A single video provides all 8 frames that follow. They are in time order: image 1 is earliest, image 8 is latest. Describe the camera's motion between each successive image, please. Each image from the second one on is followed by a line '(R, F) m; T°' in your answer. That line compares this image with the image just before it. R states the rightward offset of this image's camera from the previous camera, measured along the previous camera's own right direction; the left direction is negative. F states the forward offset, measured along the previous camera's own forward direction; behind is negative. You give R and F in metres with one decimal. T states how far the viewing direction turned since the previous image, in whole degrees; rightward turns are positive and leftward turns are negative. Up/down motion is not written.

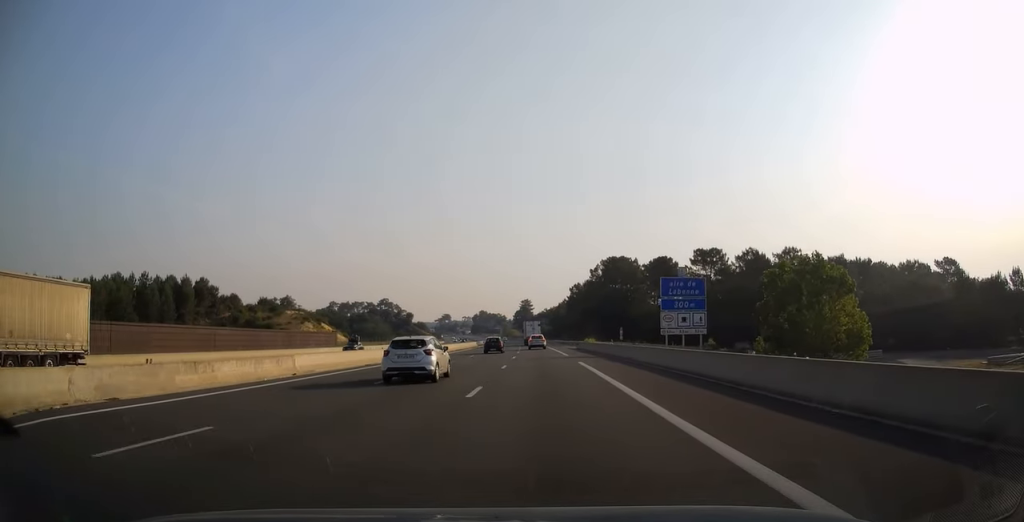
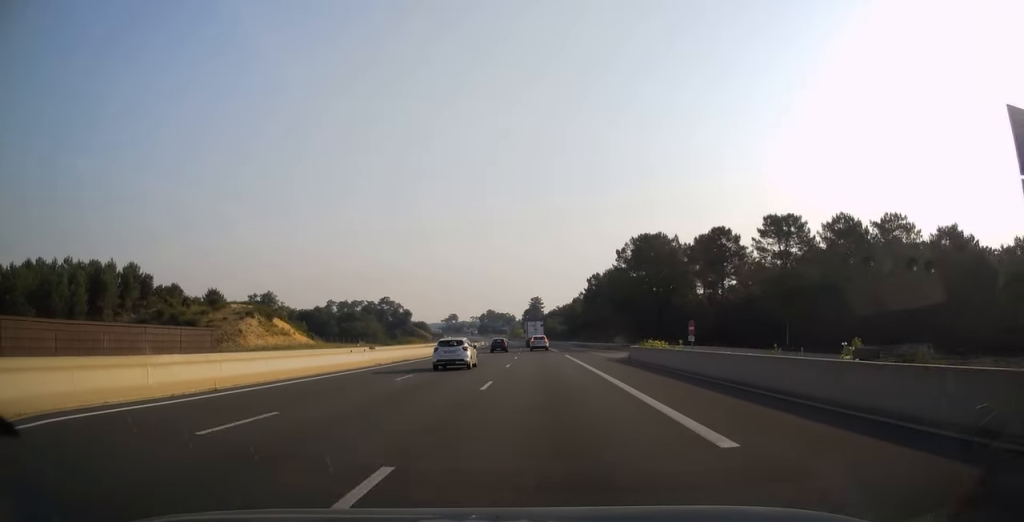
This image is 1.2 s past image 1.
(-0.5, +36.4) m; -1°
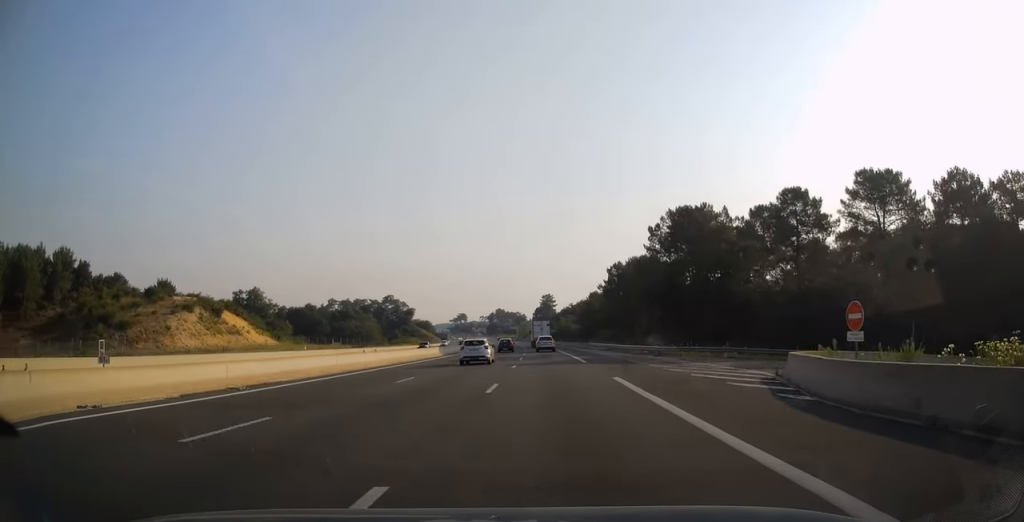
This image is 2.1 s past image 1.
(-0.2, +26.7) m; -1°
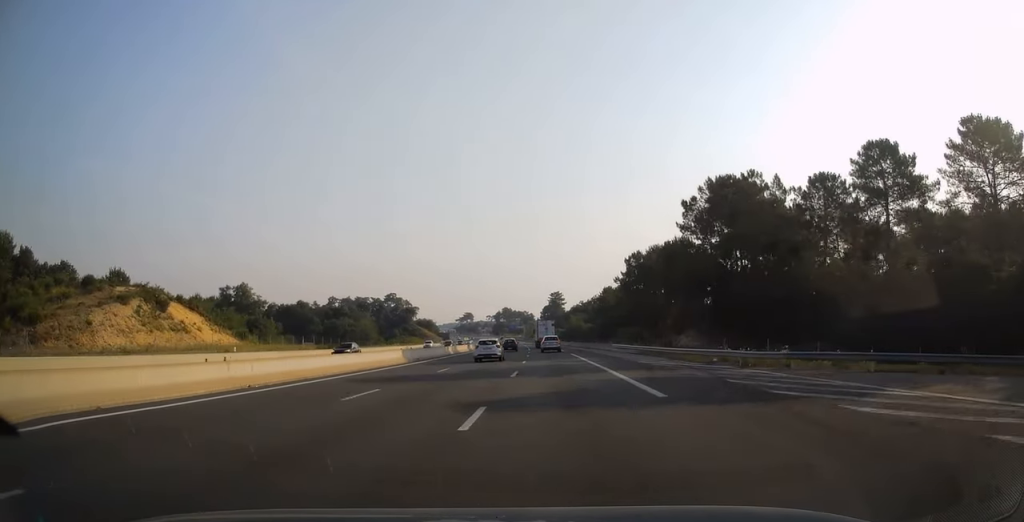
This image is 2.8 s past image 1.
(-0.1, +19.3) m; -1°
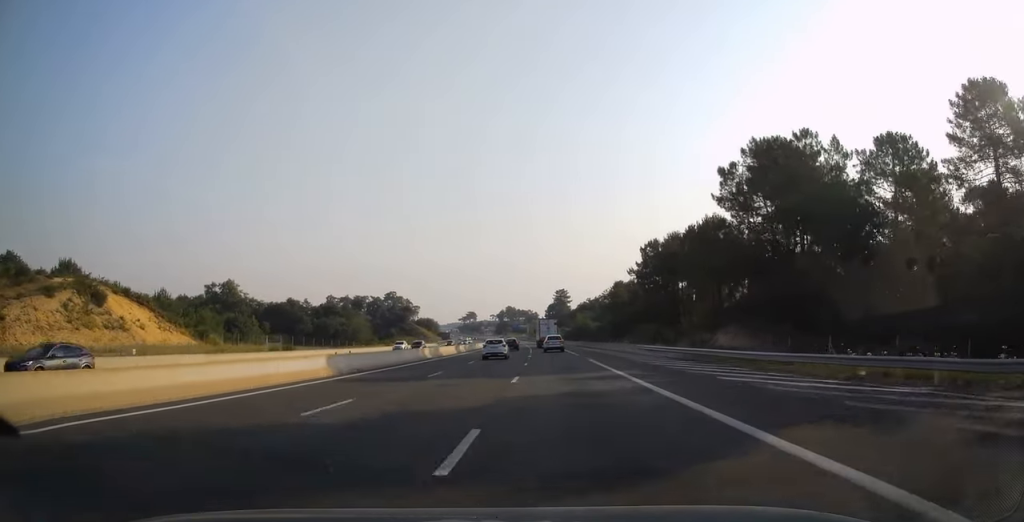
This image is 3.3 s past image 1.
(0.0, +15.8) m; -1°
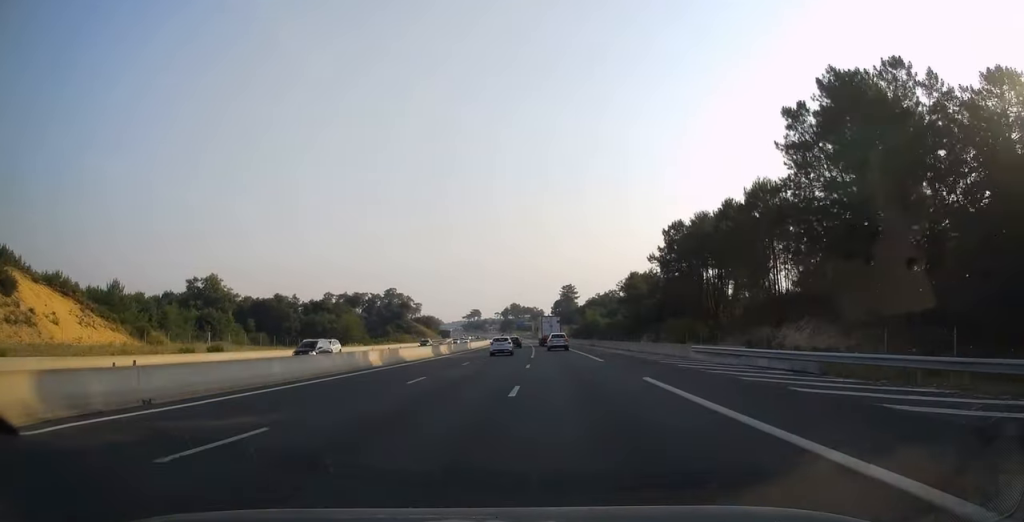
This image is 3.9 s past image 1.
(-0.3, +17.8) m; -1°
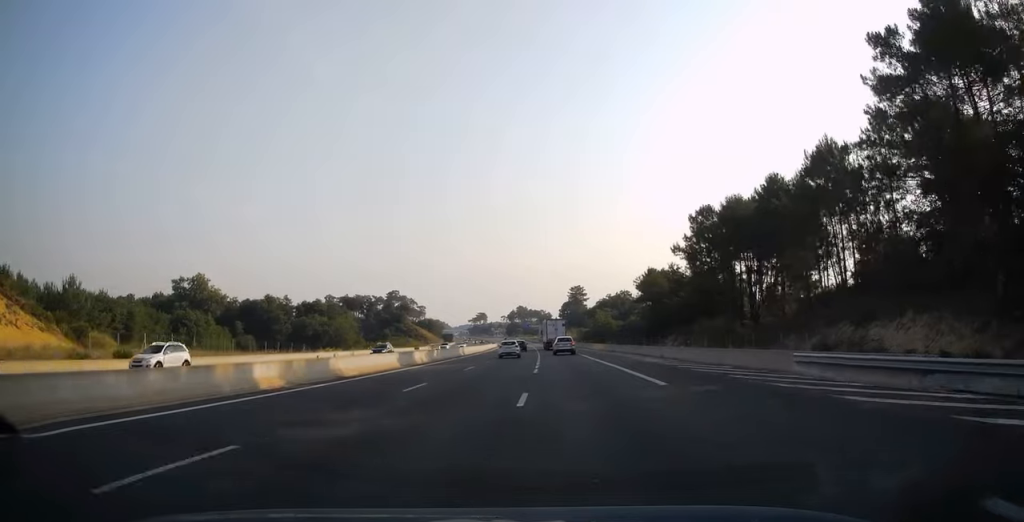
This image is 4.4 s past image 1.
(-0.1, +14.3) m; 0°
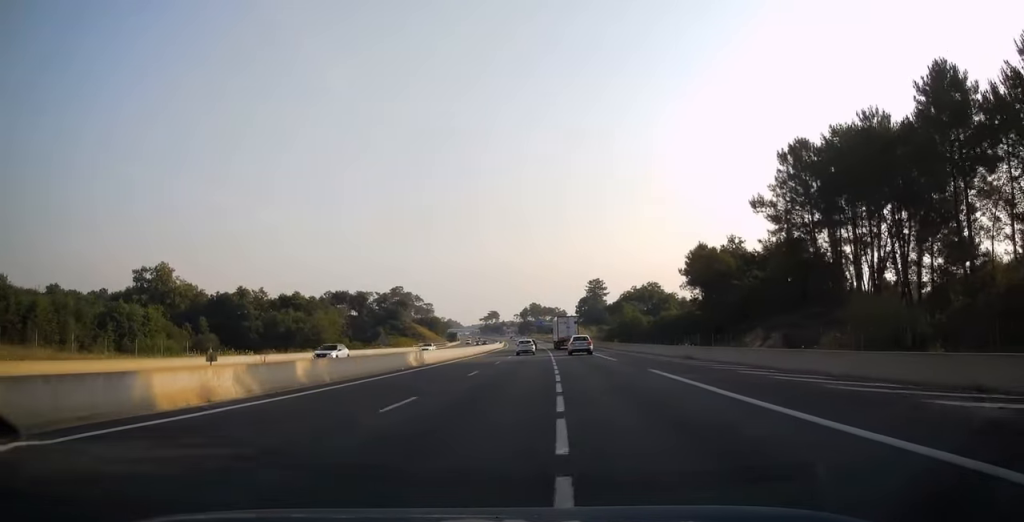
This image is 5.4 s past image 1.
(-0.1, +30.7) m; -1°
